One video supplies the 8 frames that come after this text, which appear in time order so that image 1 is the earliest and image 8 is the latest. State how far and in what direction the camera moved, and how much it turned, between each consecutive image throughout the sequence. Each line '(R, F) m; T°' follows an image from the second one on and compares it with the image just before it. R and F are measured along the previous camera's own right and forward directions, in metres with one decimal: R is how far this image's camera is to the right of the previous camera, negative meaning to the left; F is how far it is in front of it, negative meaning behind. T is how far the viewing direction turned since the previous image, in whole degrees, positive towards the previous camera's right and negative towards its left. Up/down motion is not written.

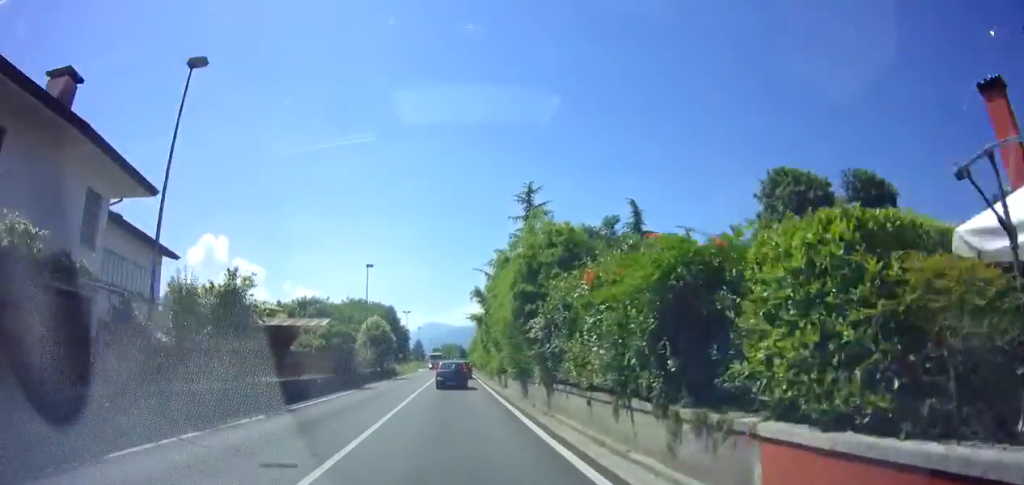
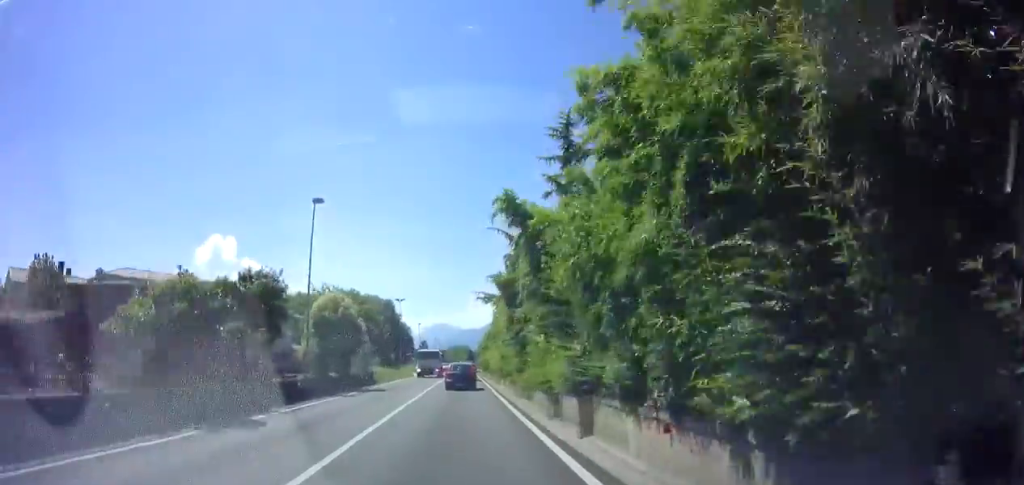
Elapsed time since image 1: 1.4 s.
(-0.6, +16.7) m; -2°
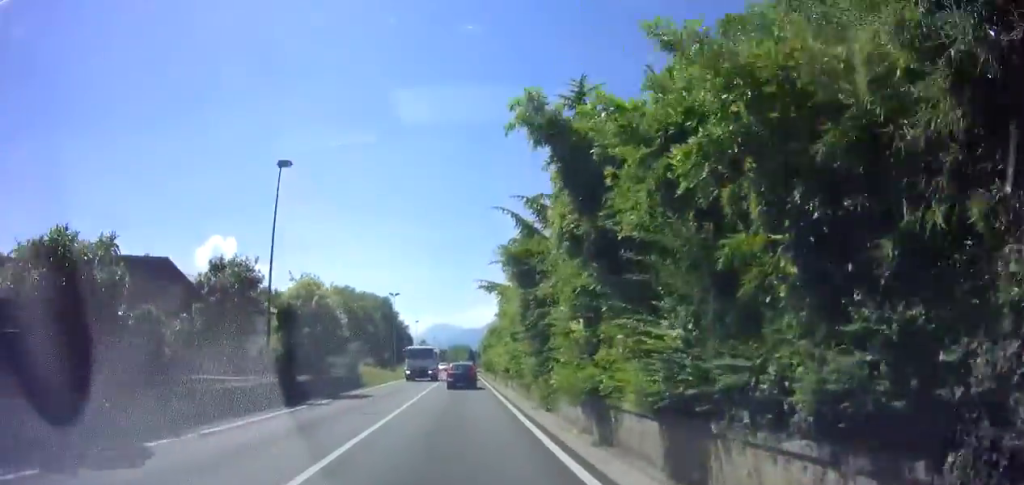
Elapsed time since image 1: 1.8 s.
(0.0, +4.8) m; 0°
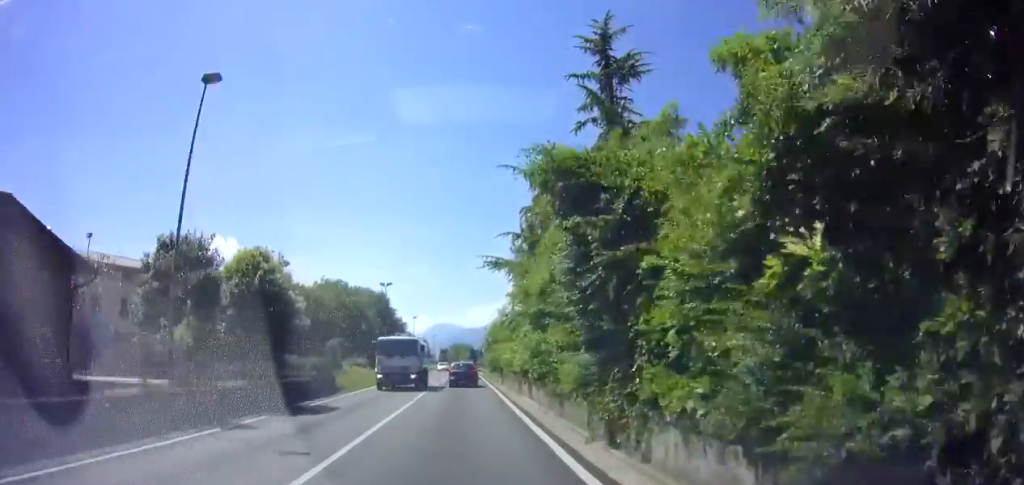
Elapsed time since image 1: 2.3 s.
(0.0, +6.7) m; +1°
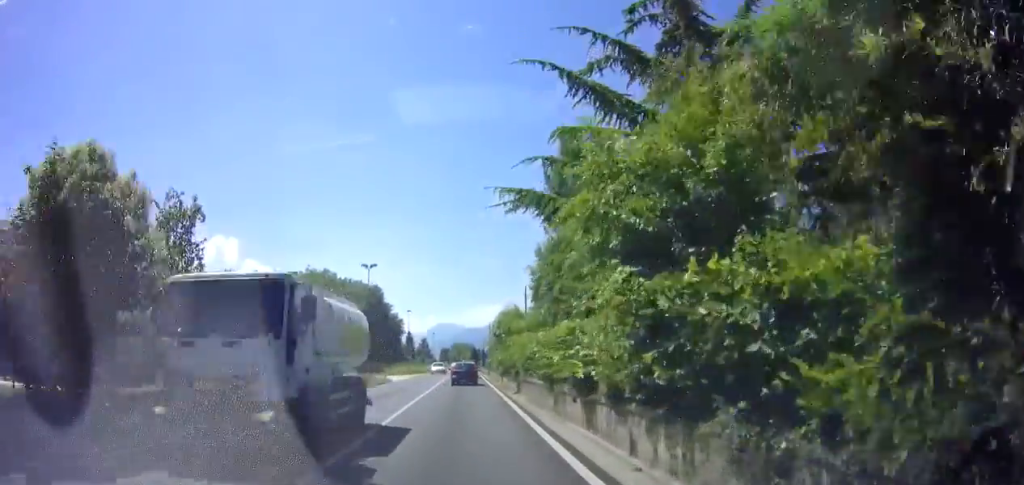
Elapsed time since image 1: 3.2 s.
(0.0, +9.7) m; +2°
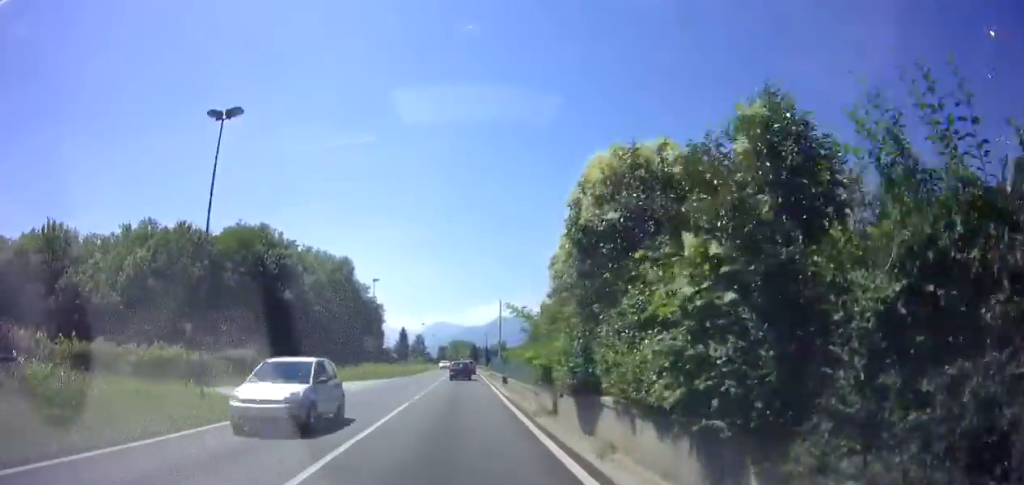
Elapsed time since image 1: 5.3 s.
(-0.1, +24.7) m; -2°
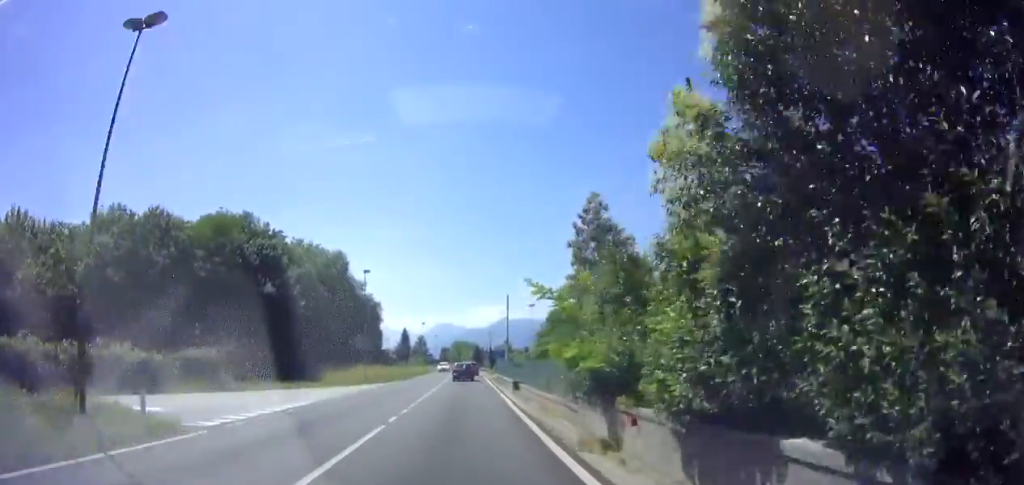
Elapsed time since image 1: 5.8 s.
(0.0, +5.2) m; 0°
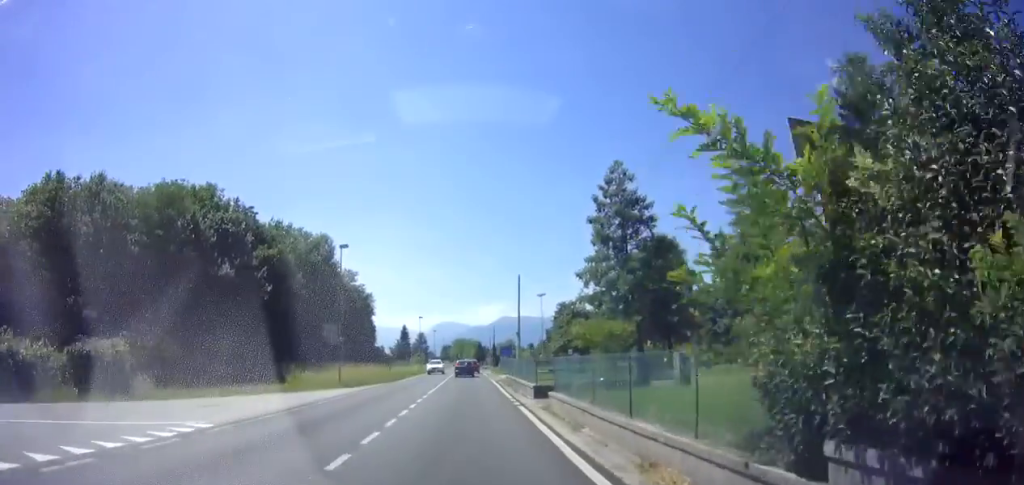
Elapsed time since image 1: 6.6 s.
(0.0, +8.2) m; +1°
